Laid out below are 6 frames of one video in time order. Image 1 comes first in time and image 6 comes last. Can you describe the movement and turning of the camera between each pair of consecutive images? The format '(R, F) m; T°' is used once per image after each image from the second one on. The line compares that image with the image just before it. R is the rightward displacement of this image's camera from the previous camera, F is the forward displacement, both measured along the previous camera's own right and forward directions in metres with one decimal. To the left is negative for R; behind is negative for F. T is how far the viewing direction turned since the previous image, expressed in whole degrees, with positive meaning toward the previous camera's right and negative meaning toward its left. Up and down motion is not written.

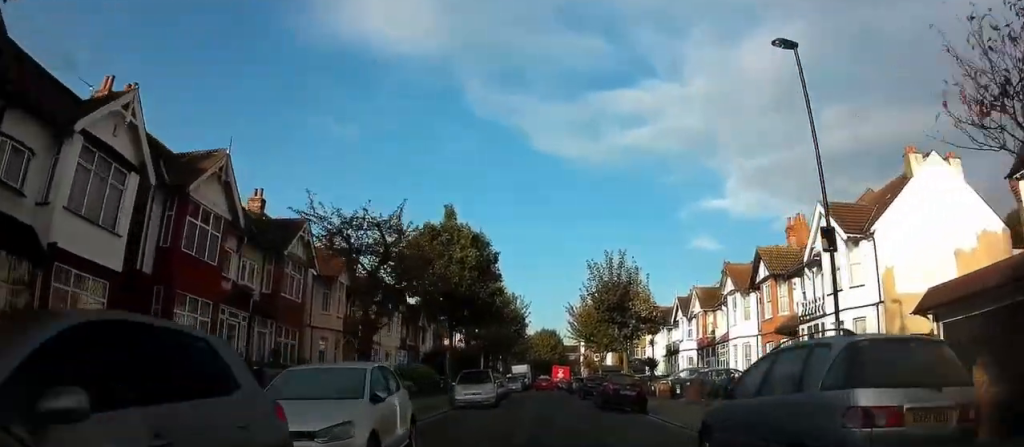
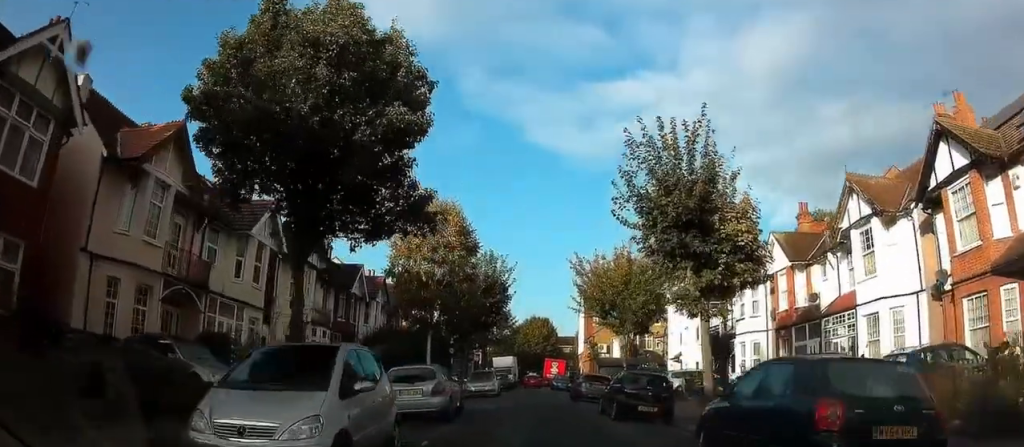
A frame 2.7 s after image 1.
(+1.0, +17.2) m; +4°
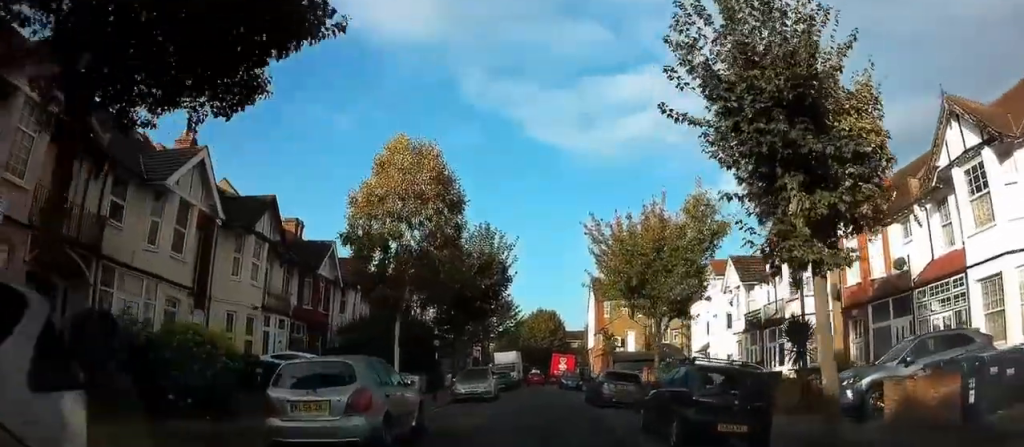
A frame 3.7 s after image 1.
(0.0, +6.5) m; 0°
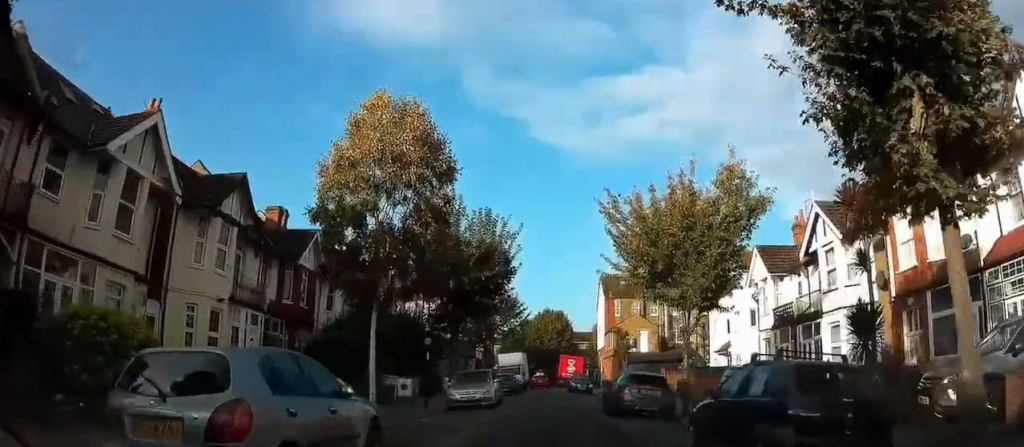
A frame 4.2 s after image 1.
(0.0, +3.4) m; 0°
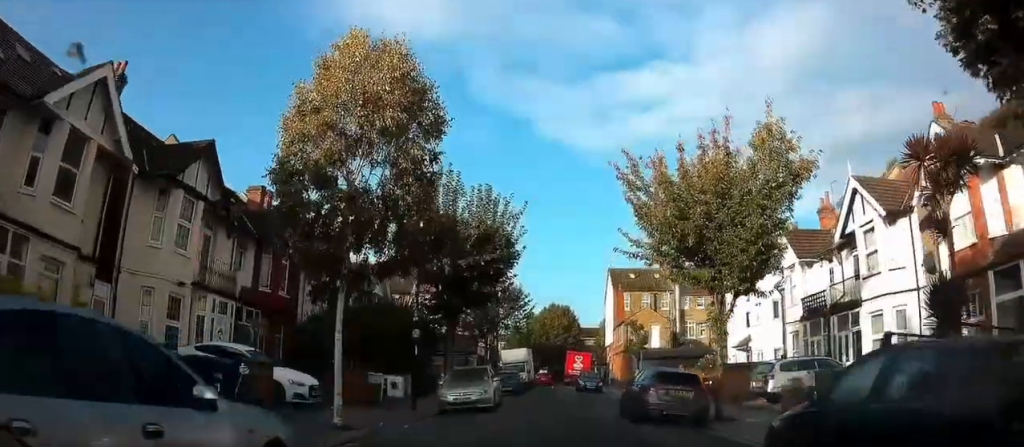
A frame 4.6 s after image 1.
(0.0, +2.9) m; 0°
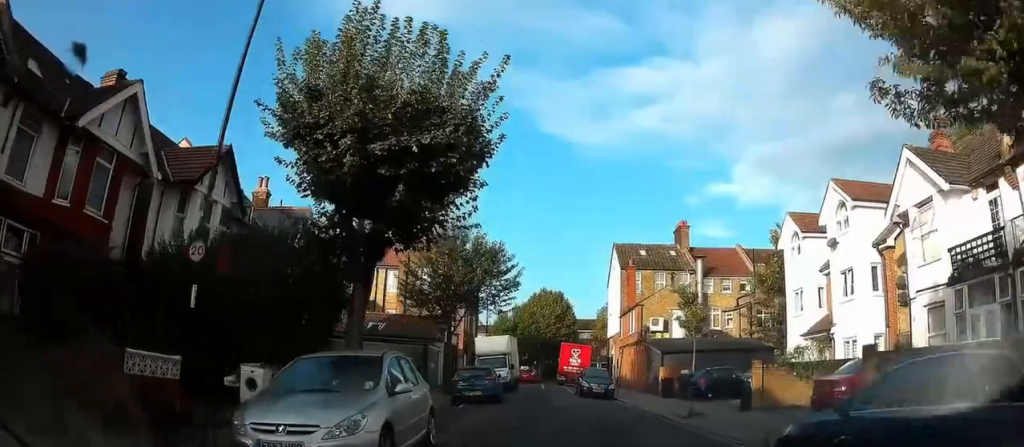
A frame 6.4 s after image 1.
(-0.1, +11.7) m; -1°
